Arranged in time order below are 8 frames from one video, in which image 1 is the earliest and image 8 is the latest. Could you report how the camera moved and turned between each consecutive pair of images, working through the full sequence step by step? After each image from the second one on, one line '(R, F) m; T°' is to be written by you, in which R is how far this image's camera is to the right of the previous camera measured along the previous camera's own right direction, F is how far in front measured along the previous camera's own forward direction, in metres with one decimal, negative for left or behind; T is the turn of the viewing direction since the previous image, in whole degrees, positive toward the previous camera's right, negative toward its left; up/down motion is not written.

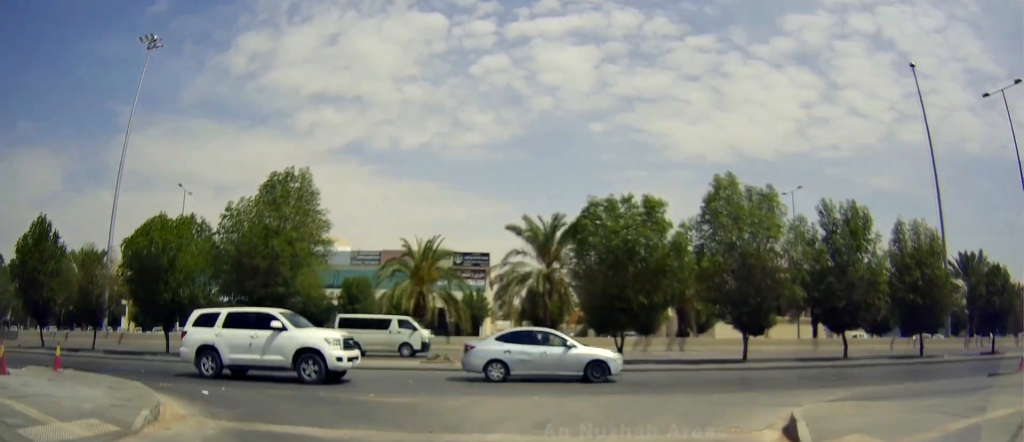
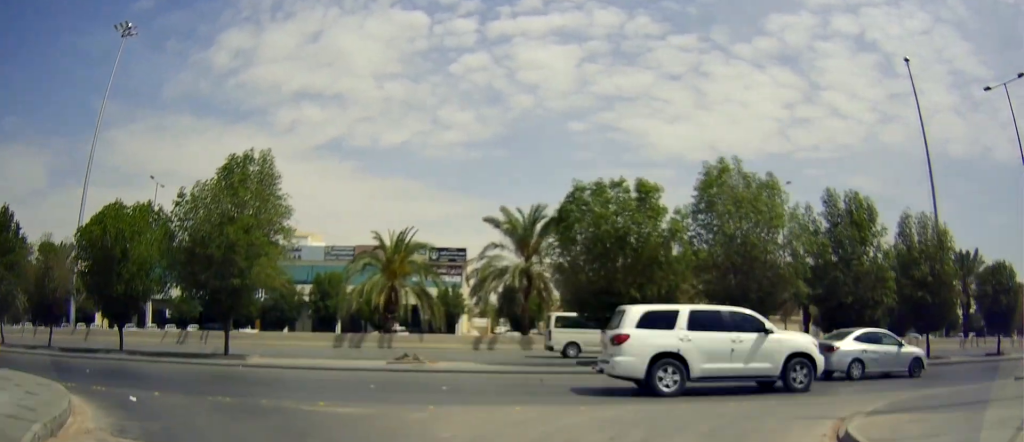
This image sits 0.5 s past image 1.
(+0.2, +2.3) m; +4°
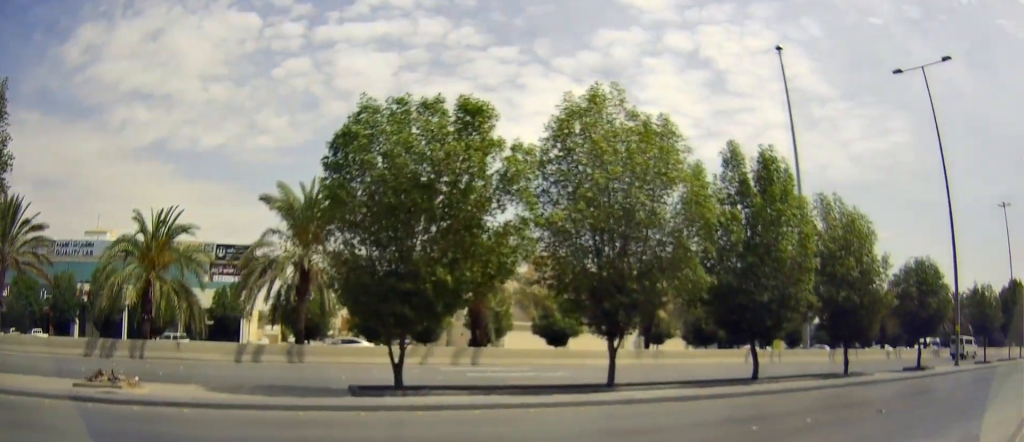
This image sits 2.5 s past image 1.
(+0.4, +8.6) m; +7°
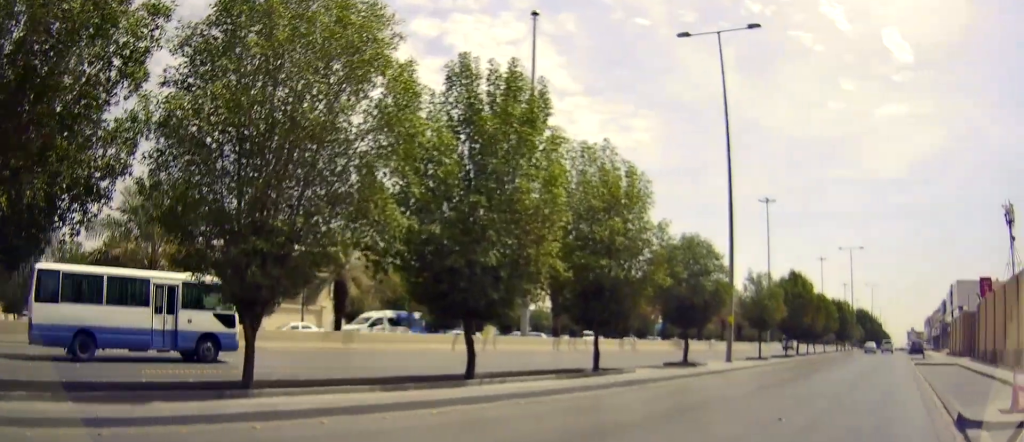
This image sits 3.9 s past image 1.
(+0.8, +4.7) m; +28°
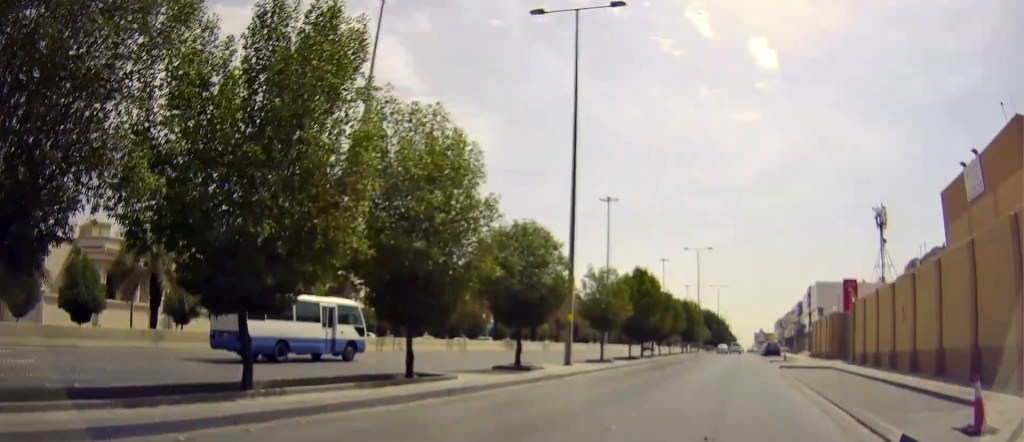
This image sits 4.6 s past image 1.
(+0.3, +2.3) m; +11°
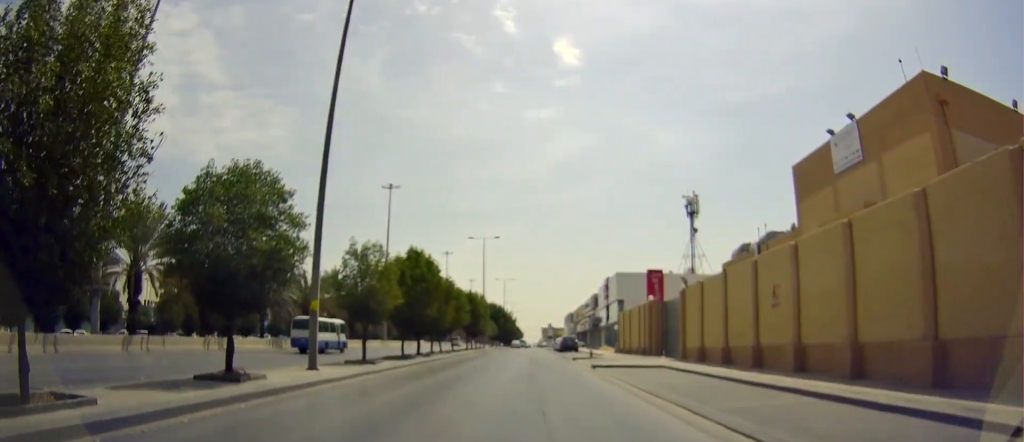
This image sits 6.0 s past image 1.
(+0.8, +5.0) m; +28°
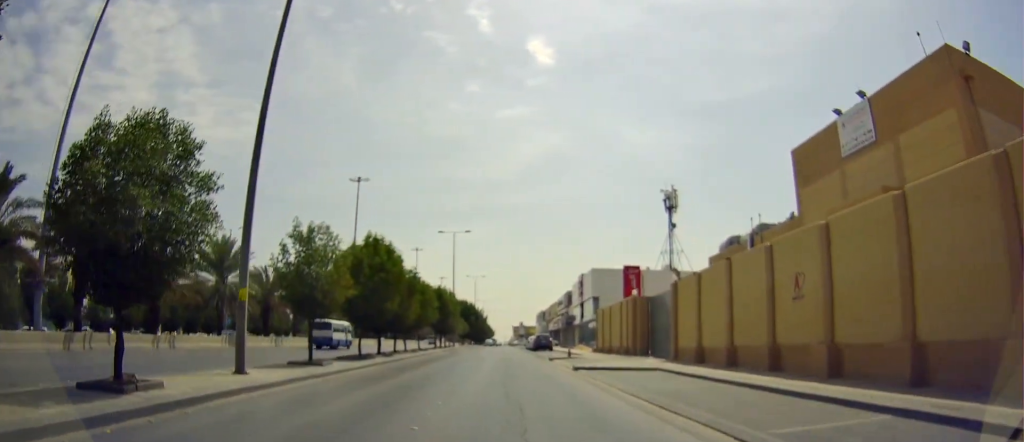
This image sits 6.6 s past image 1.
(+0.6, +2.6) m; +10°
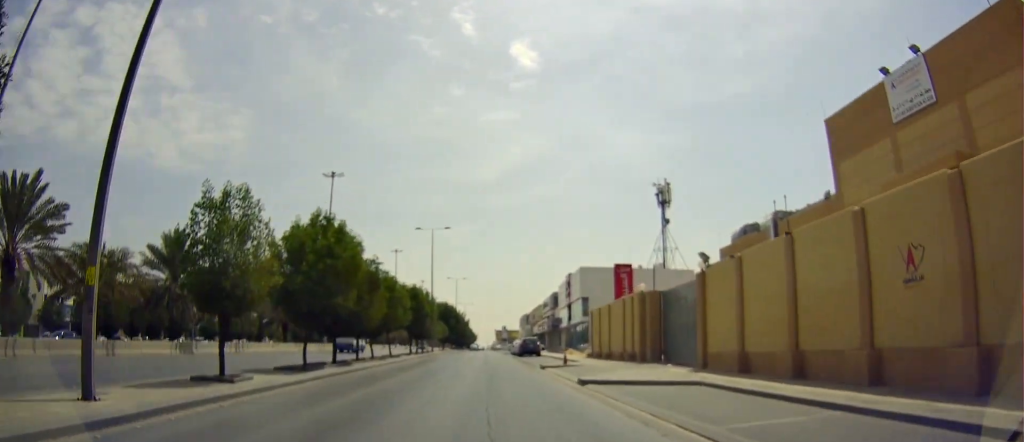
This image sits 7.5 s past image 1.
(+0.5, +4.4) m; +5°
